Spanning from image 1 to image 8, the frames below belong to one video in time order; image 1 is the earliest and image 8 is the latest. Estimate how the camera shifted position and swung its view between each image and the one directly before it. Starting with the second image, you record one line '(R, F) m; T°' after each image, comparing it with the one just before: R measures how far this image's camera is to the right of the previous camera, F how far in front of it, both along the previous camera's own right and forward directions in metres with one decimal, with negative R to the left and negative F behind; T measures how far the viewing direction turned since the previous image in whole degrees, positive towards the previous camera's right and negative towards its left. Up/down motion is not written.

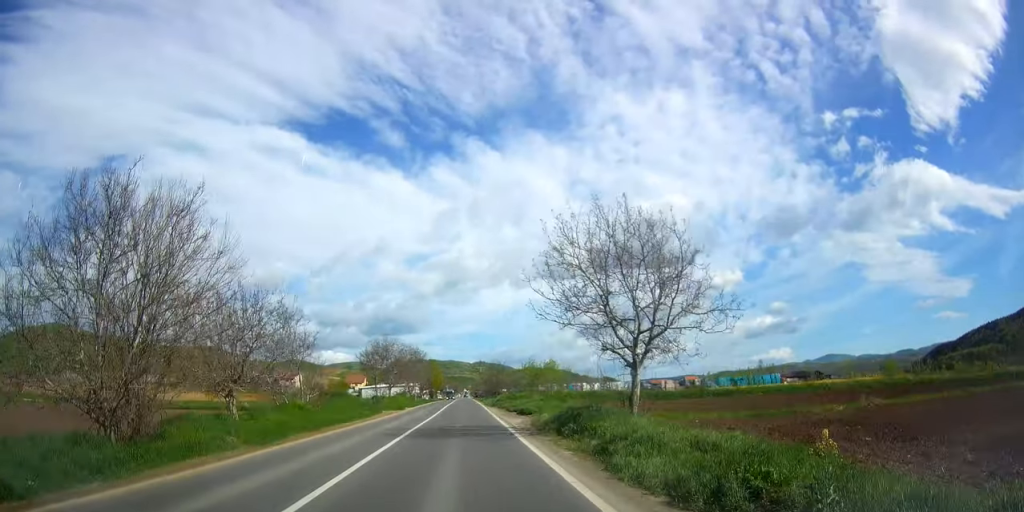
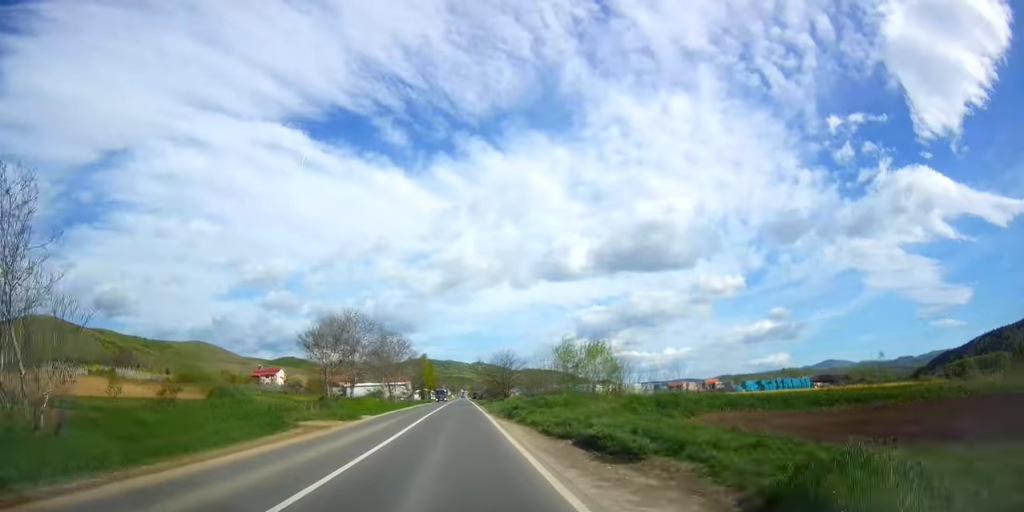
(+0.3, +23.7) m; 0°
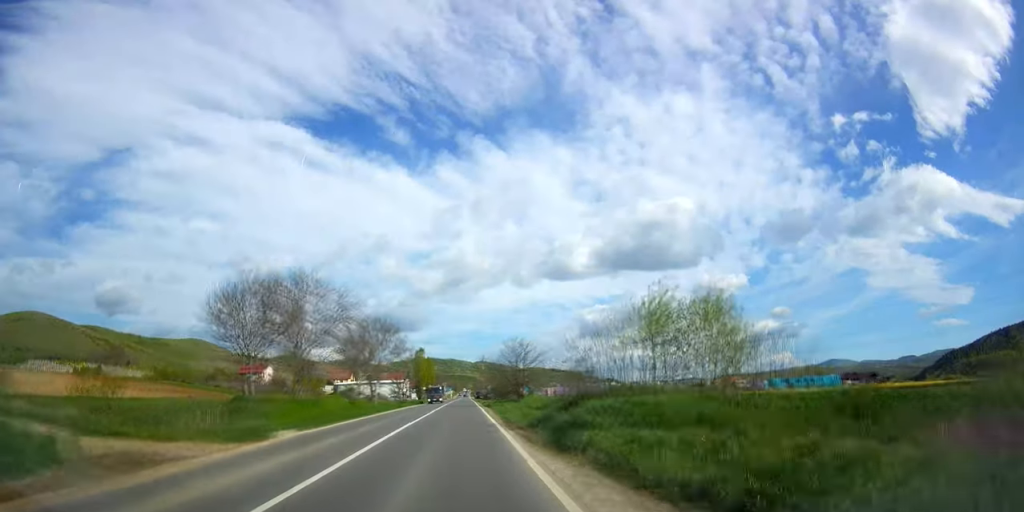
(-0.2, +17.8) m; -1°
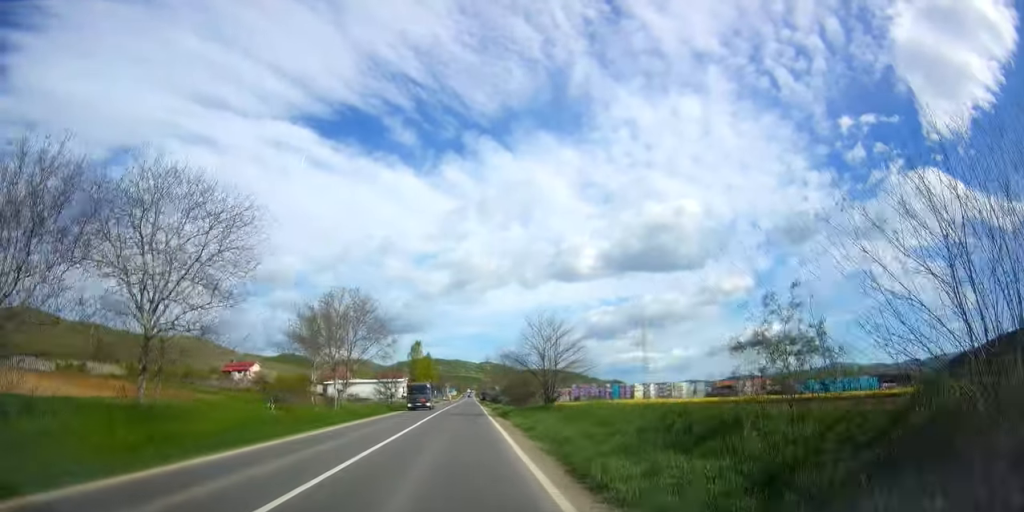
(0.0, +19.0) m; 0°
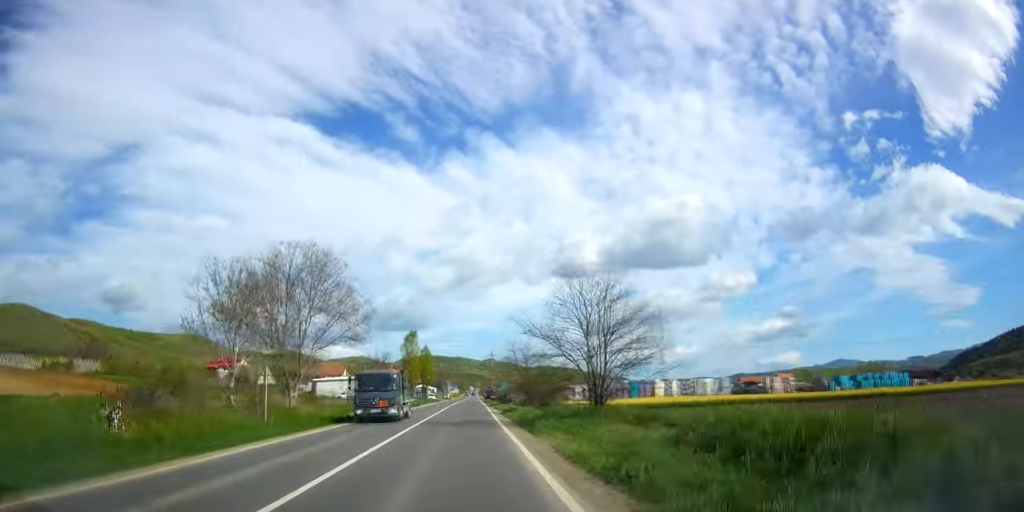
(0.0, +14.8) m; 0°
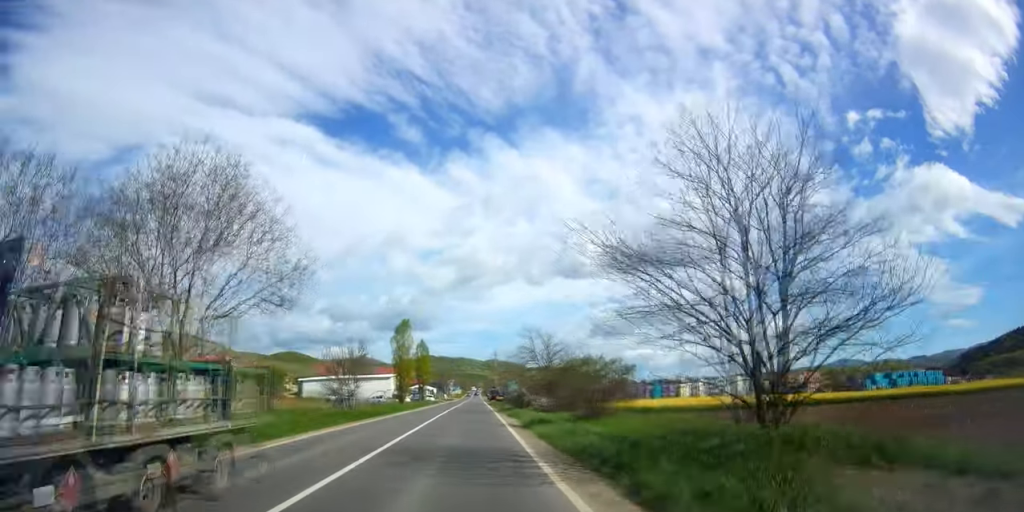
(+0.1, +14.8) m; 0°
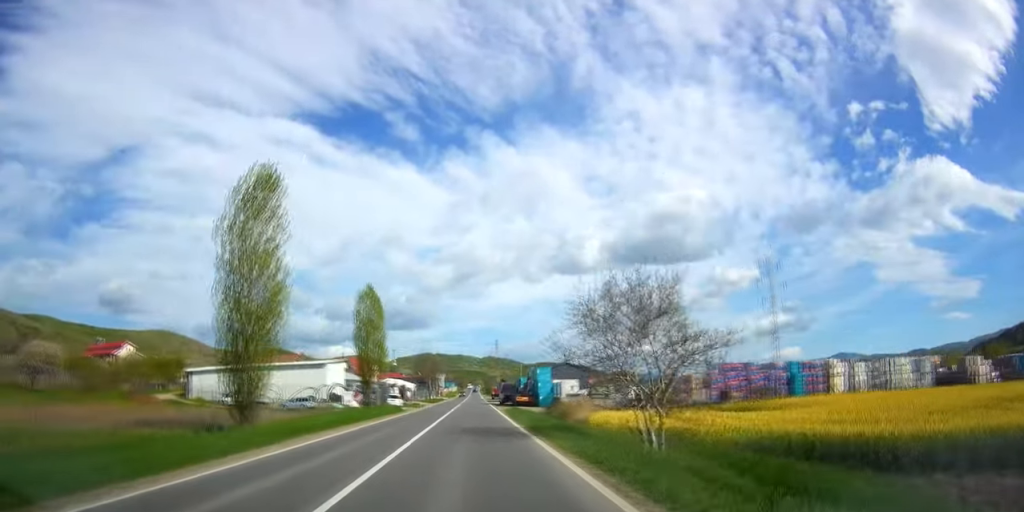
(-0.7, +57.9) m; -1°
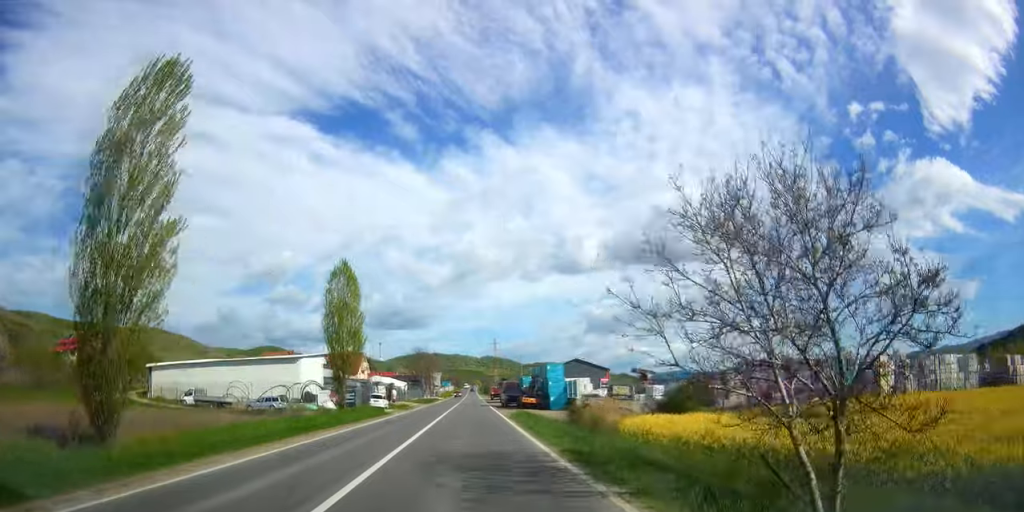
(0.0, +10.3) m; 0°
